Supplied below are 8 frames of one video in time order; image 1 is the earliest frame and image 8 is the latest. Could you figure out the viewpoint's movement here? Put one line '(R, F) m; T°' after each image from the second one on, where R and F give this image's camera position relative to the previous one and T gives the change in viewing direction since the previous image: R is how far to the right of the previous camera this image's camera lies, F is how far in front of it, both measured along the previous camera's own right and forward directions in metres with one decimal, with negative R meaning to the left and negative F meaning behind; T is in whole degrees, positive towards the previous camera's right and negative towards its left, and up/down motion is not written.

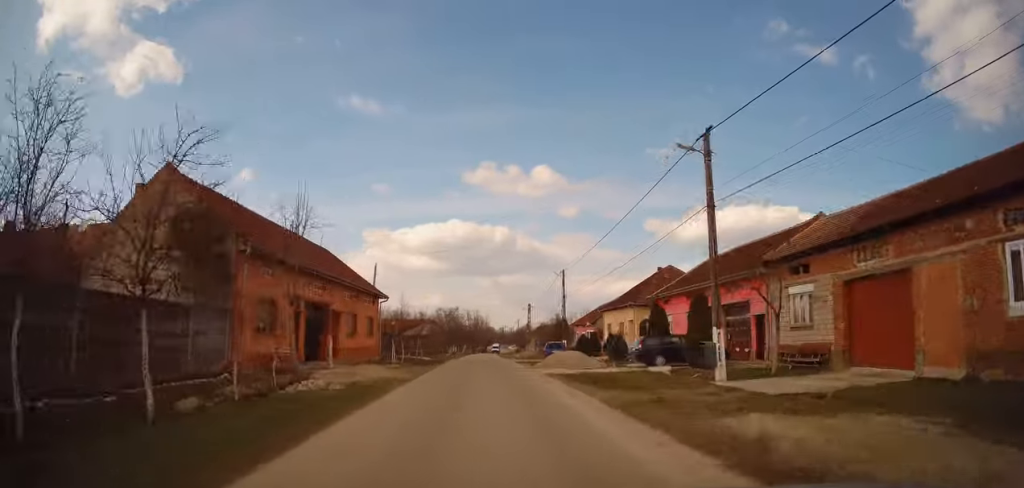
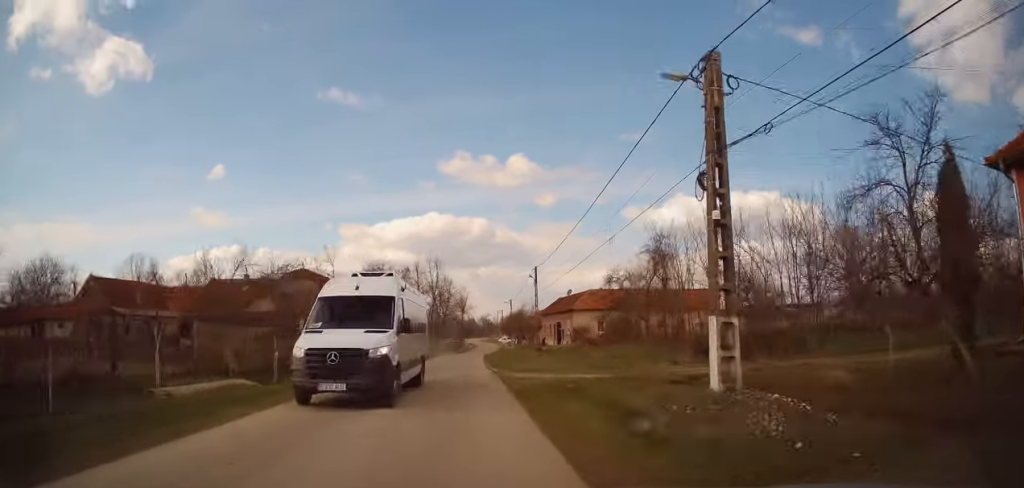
(+1.8, +72.0) m; +2°
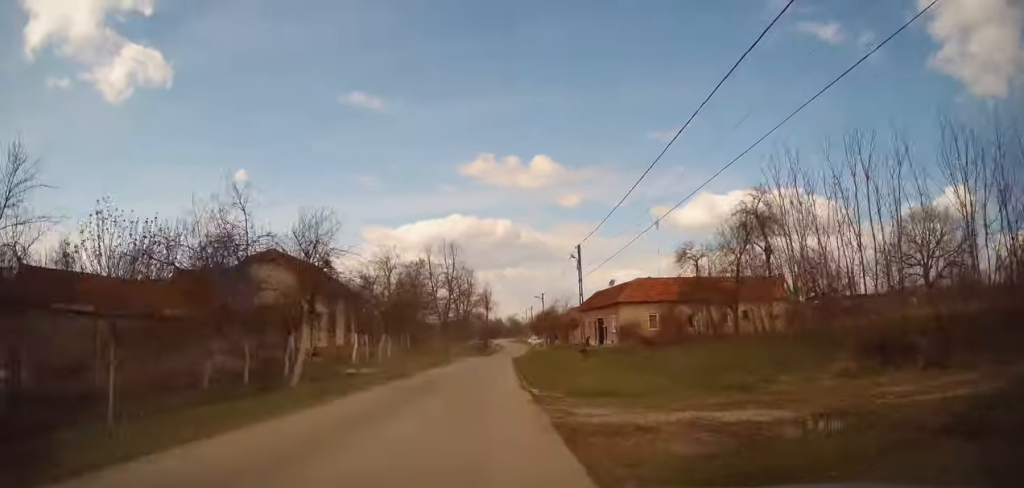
(-0.1, +11.5) m; -2°
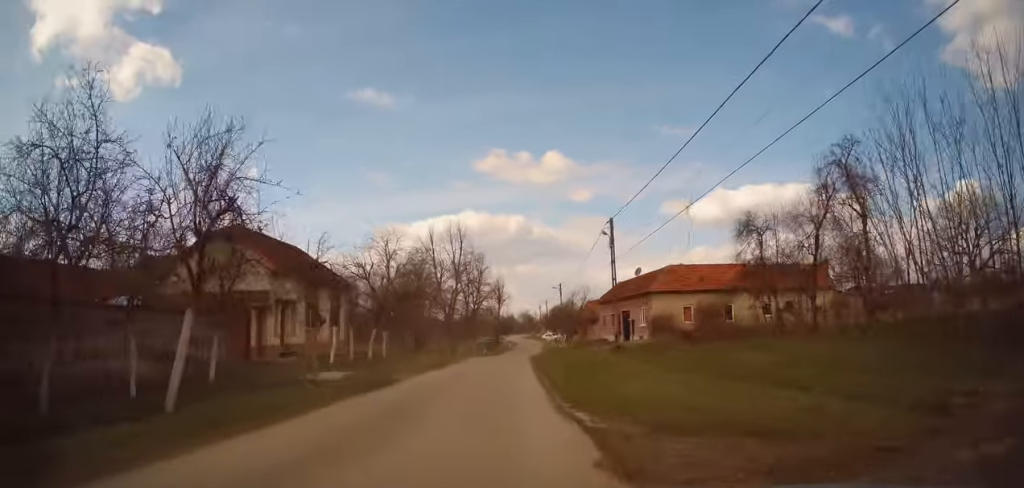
(+0.1, +6.5) m; -1°
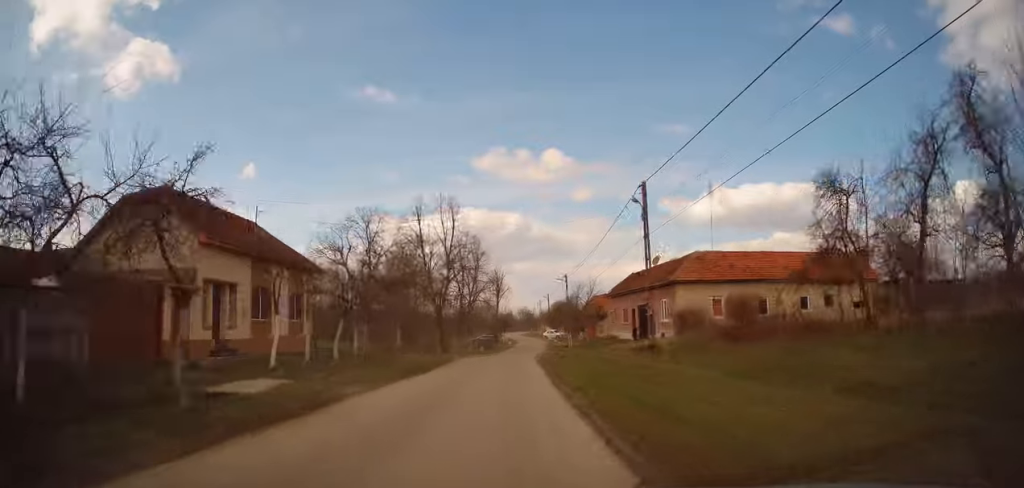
(-0.2, +6.7) m; 0°
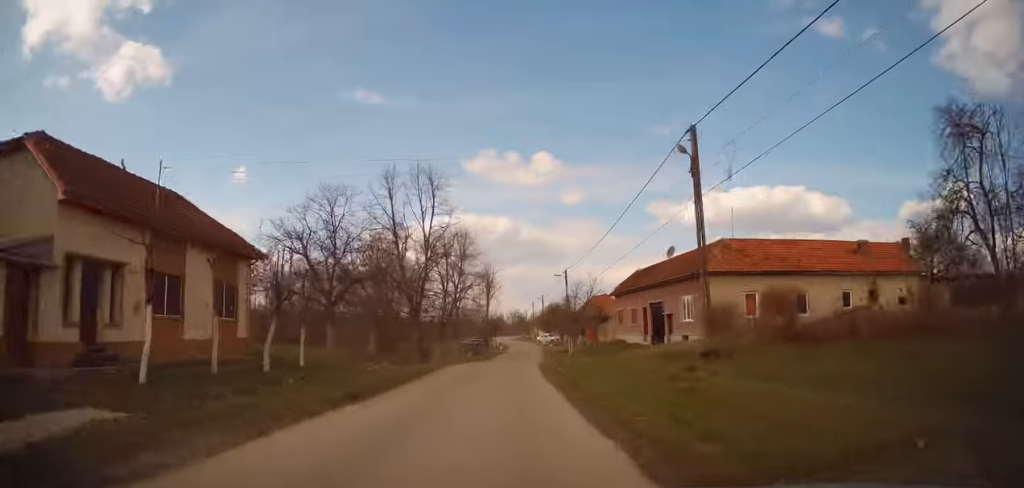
(-0.2, +6.7) m; 0°
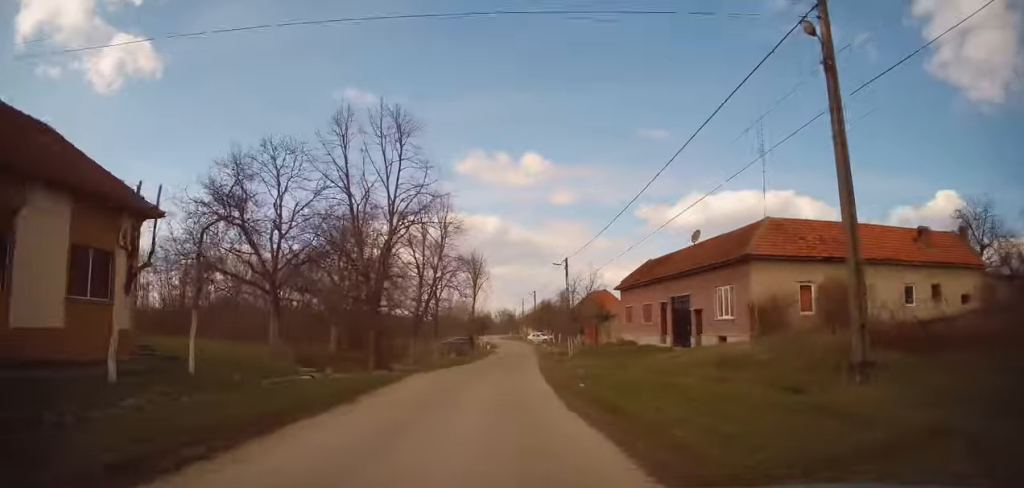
(0.0, +6.9) m; +1°
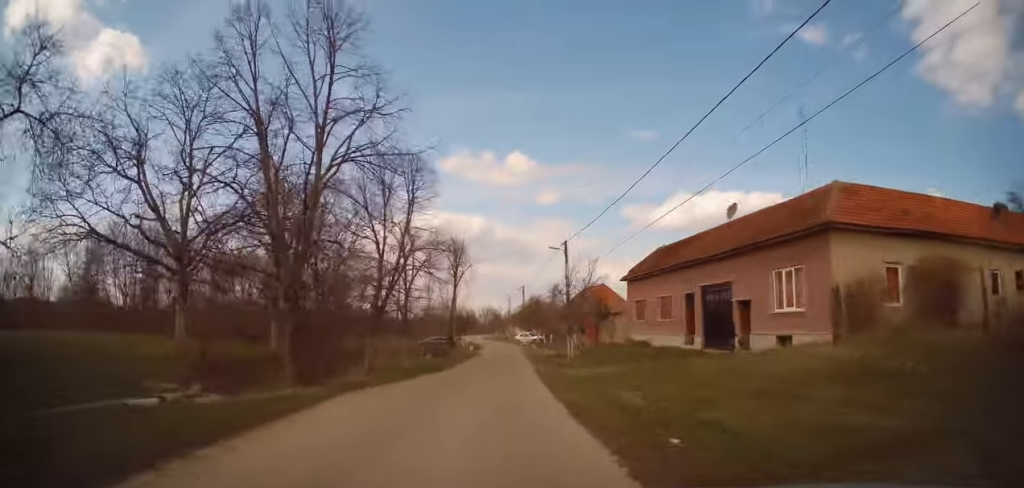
(+0.1, +7.6) m; +2°
